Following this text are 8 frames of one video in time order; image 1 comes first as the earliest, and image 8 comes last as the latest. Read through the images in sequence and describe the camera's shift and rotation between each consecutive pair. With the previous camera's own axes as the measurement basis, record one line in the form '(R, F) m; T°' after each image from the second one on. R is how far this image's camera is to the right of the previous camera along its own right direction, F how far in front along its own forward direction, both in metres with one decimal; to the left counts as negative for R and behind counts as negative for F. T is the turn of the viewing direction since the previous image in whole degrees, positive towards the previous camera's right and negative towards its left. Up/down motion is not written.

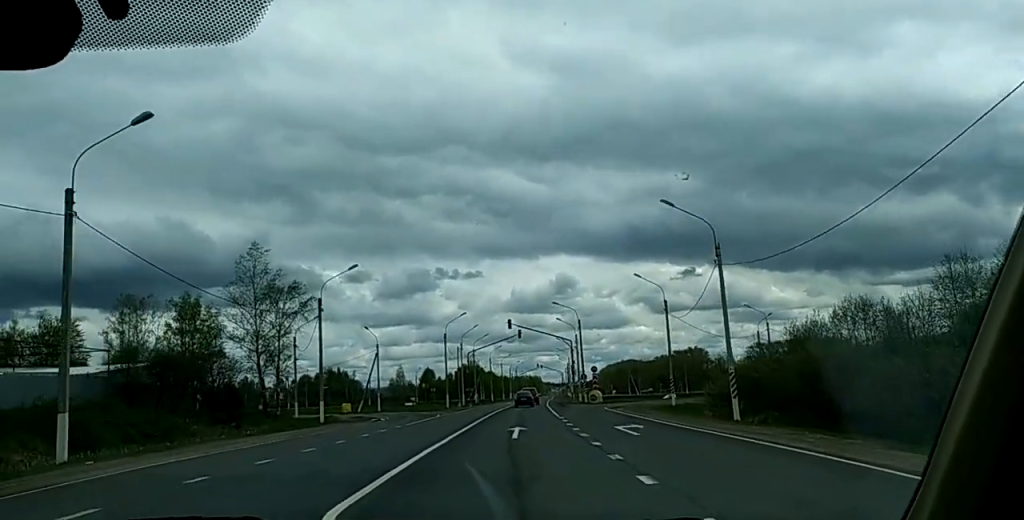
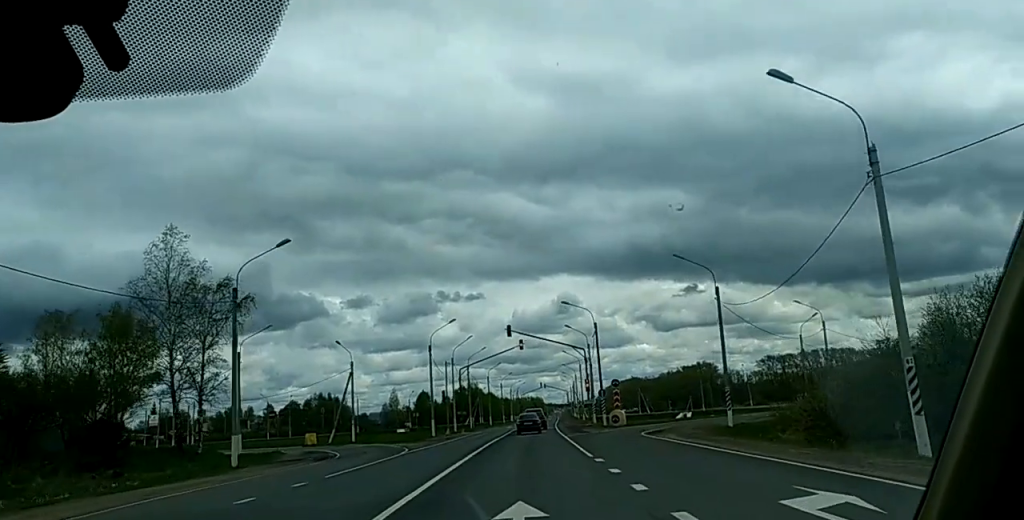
(0.0, +18.7) m; 0°
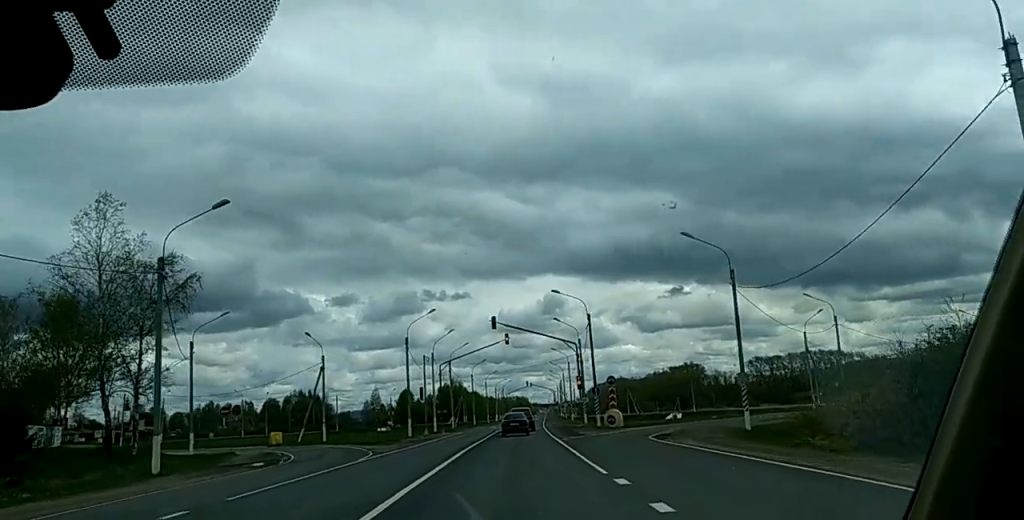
(0.0, +7.5) m; 0°
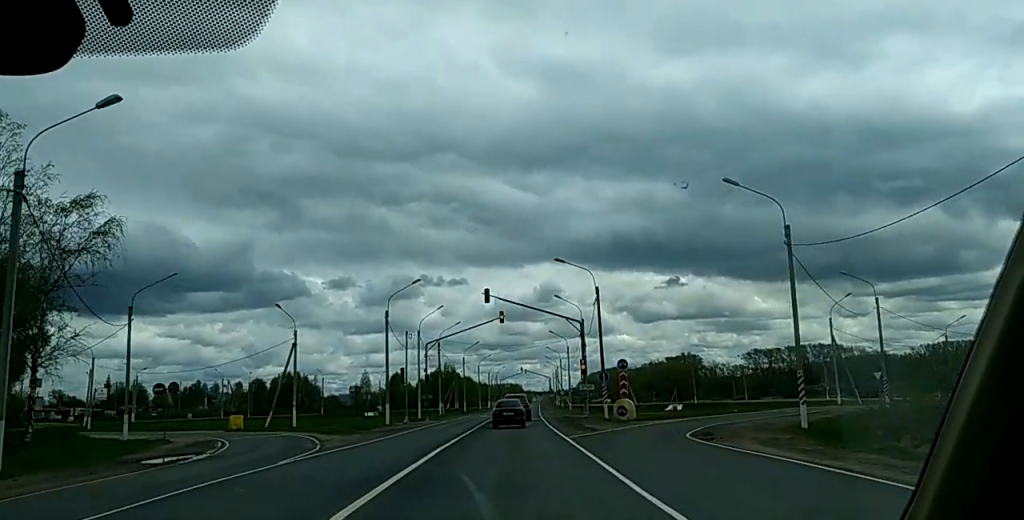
(-0.1, +10.0) m; 0°
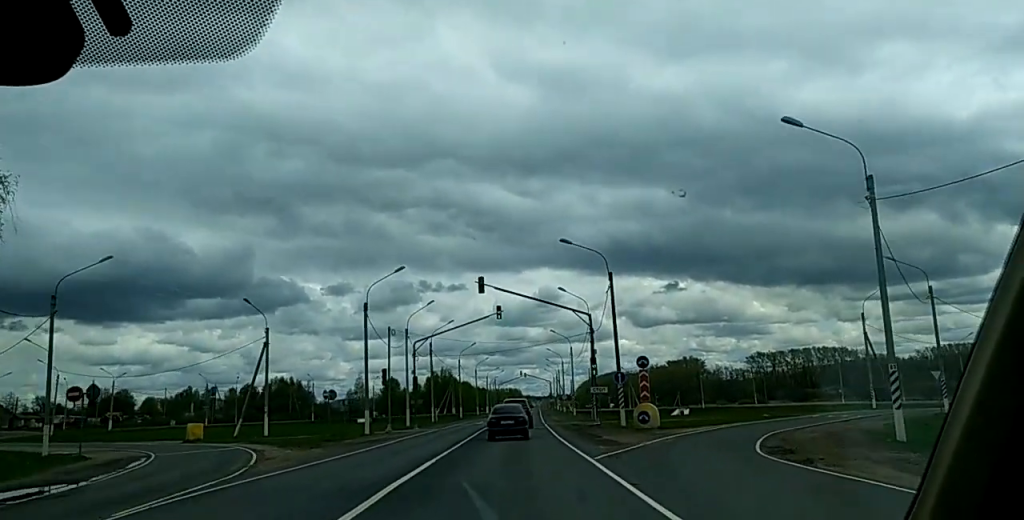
(0.0, +8.0) m; +1°
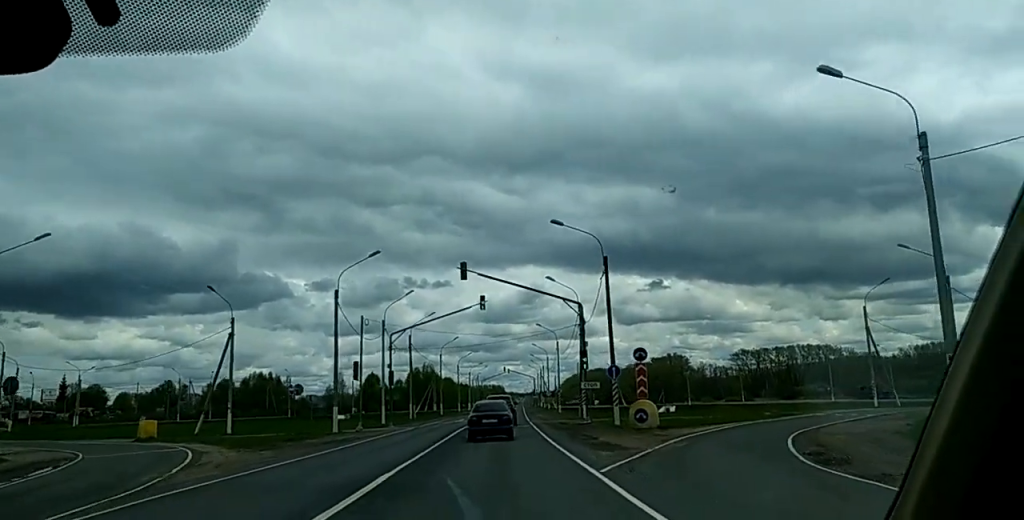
(+0.2, +4.2) m; 0°
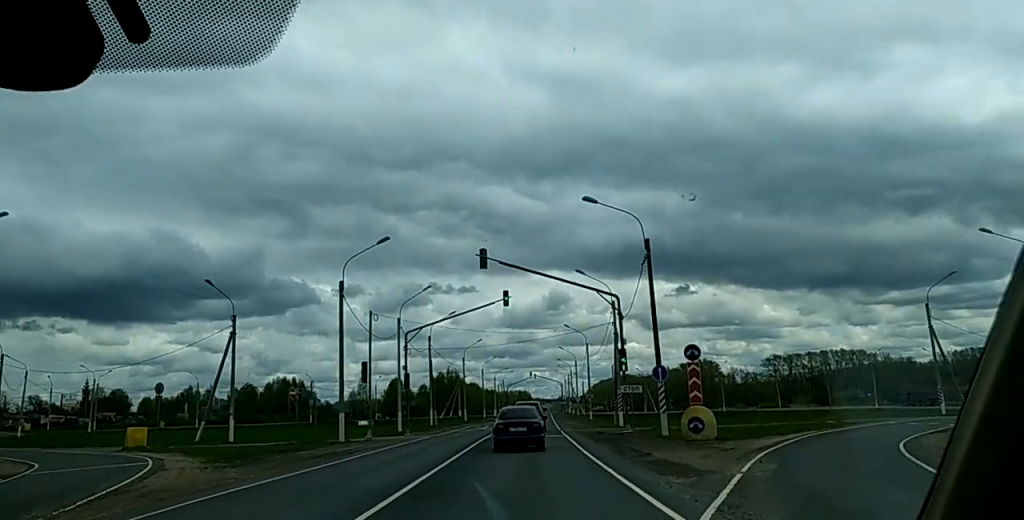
(-0.2, +4.7) m; -4°
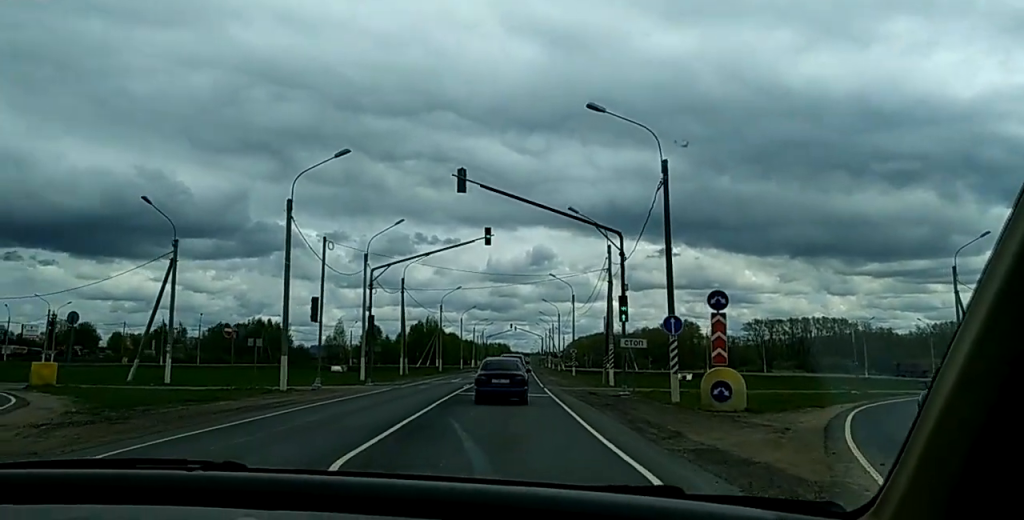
(-0.1, +5.8) m; +1°
